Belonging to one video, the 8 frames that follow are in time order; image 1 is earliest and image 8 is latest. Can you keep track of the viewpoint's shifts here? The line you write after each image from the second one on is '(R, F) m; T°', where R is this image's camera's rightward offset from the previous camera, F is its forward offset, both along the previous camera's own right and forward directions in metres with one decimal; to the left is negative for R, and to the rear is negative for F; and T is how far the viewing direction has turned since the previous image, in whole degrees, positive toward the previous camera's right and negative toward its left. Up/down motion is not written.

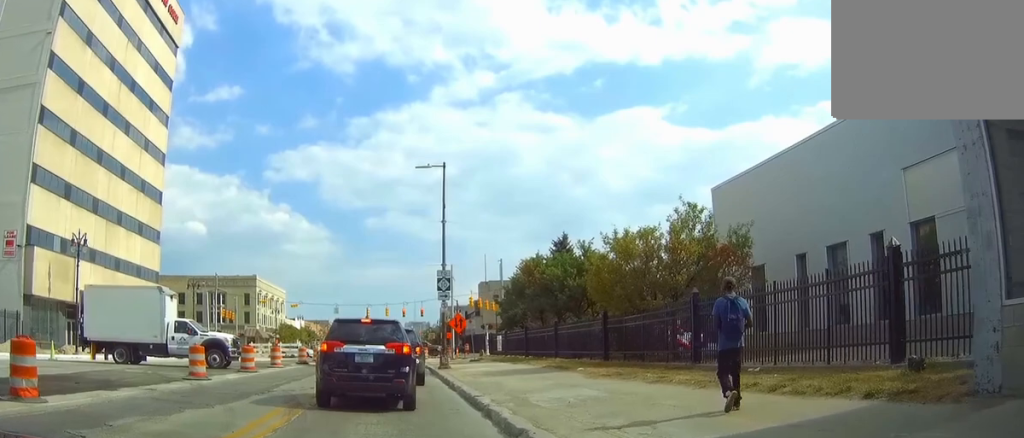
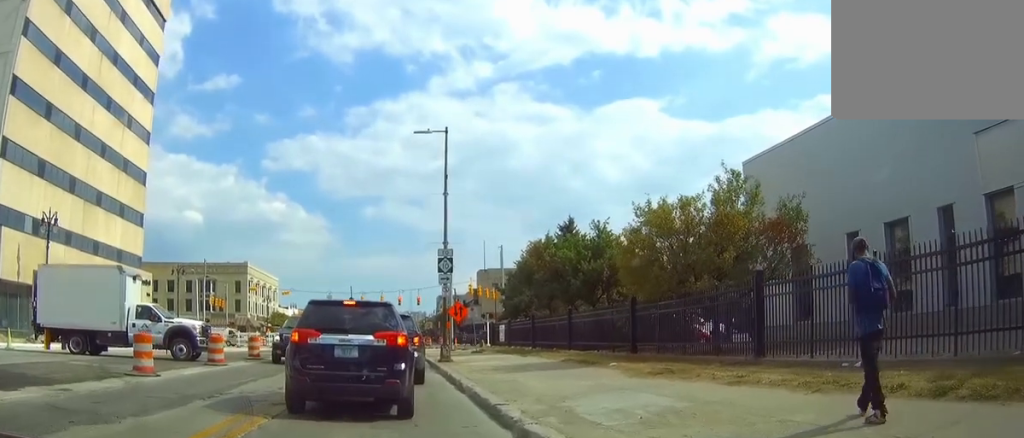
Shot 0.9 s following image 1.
(-0.1, +3.7) m; -2°
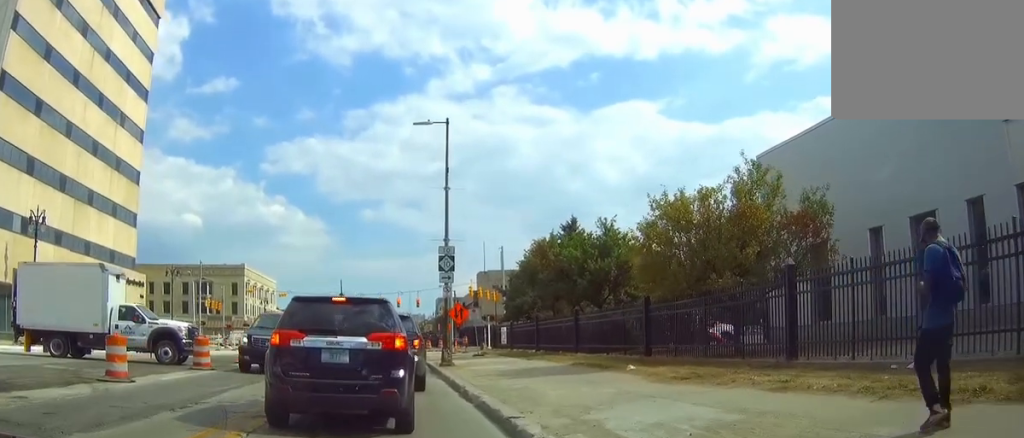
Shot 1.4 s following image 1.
(-0.1, +1.6) m; 0°
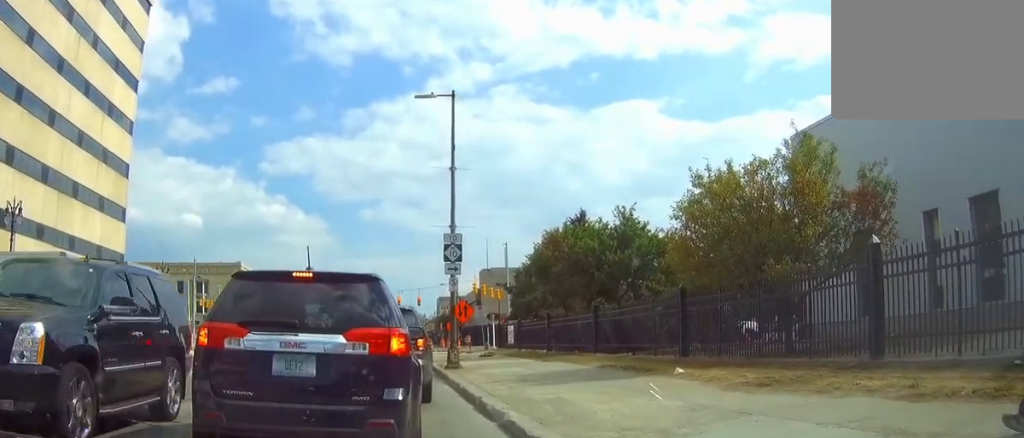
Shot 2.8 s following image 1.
(0.0, +4.0) m; -1°
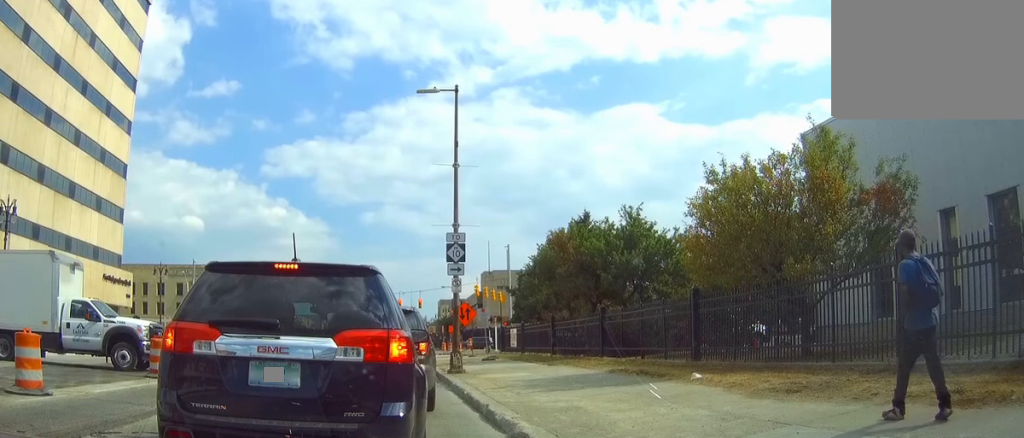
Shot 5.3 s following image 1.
(-0.2, +3.3) m; -3°
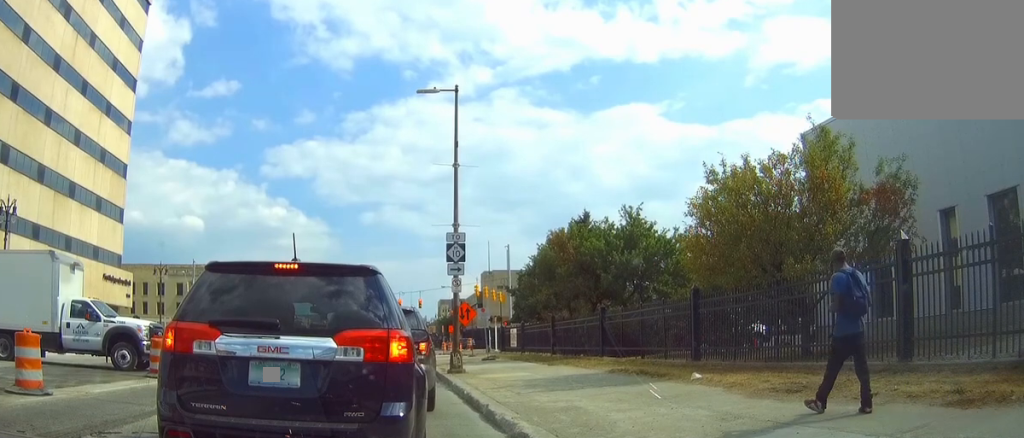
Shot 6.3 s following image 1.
(-0.1, +0.4) m; 0°
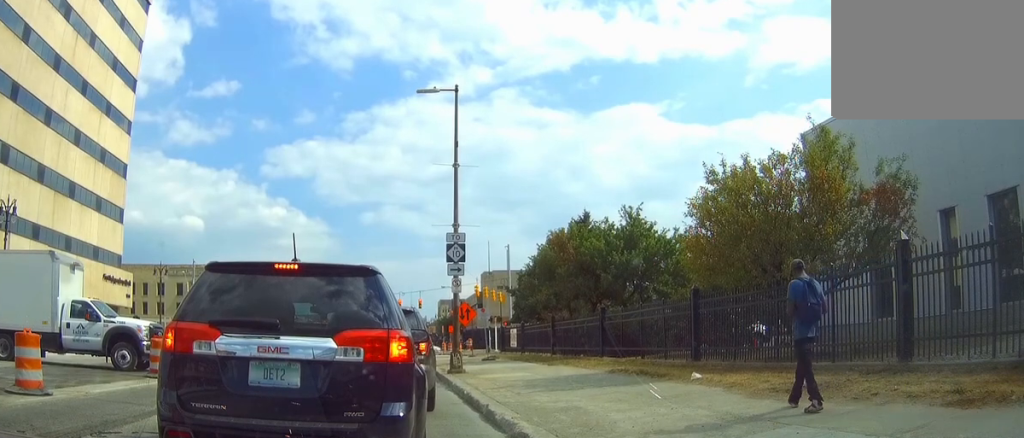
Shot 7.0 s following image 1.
(0.0, +0.2) m; 0°
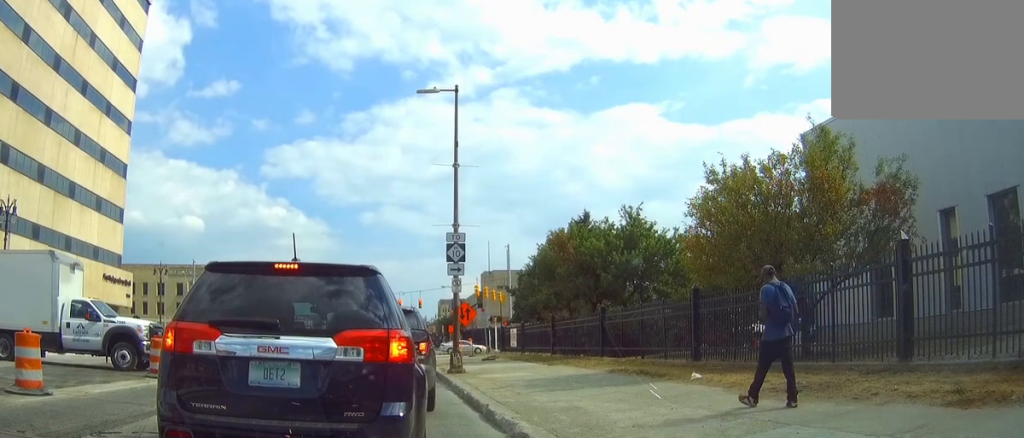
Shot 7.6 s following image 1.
(0.0, +0.1) m; 0°
